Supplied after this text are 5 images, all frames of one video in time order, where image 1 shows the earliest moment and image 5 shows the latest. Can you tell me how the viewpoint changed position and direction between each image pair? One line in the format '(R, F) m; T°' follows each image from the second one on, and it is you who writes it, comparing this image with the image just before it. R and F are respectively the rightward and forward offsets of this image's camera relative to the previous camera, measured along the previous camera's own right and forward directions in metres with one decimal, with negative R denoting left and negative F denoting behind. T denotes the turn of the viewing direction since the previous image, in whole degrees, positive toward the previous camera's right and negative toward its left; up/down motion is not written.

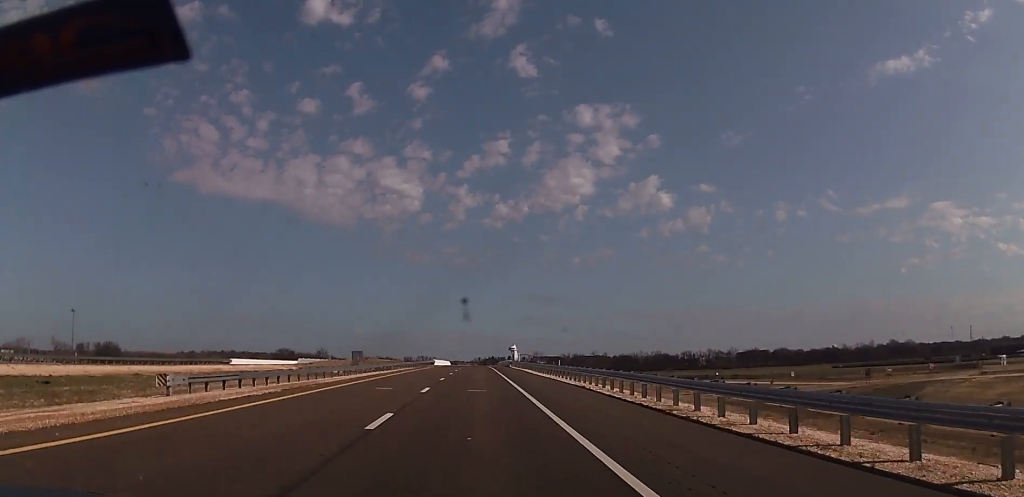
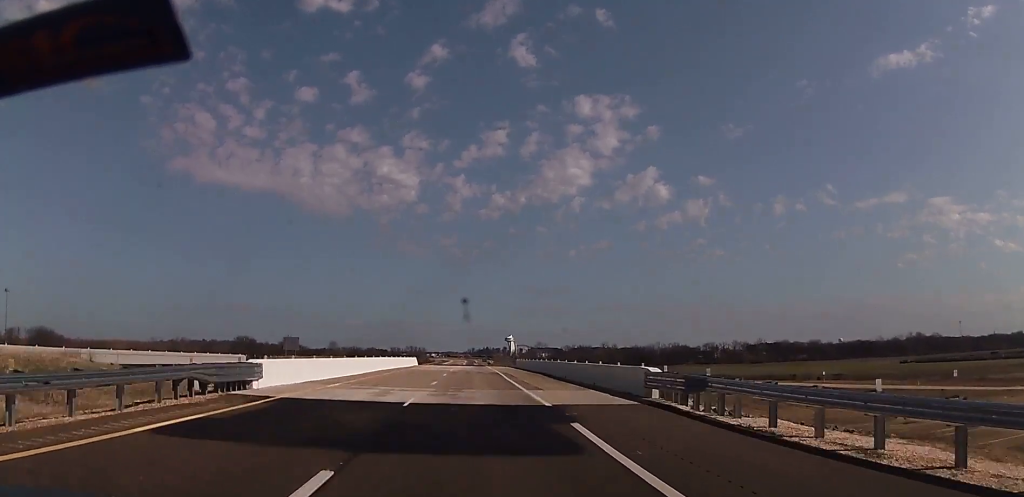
(+0.4, +92.5) m; +1°
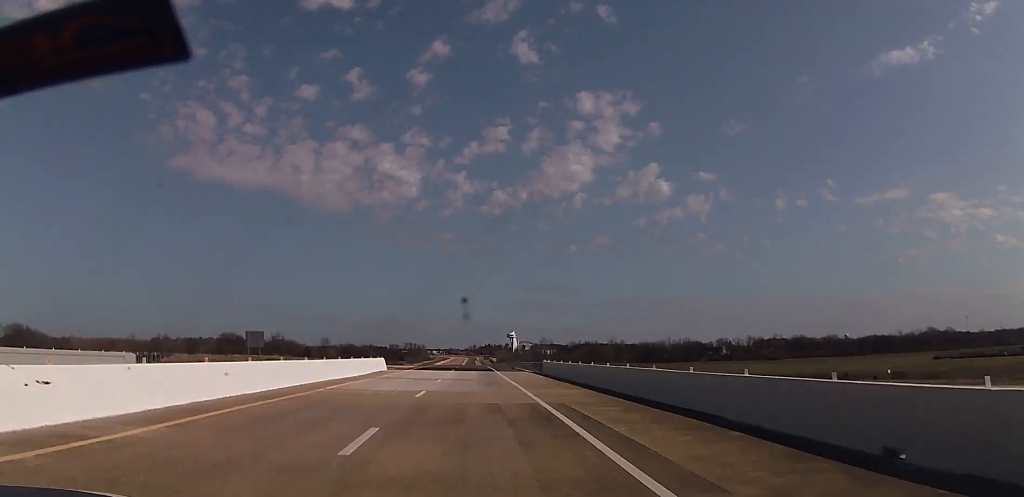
(0.0, +32.2) m; -1°
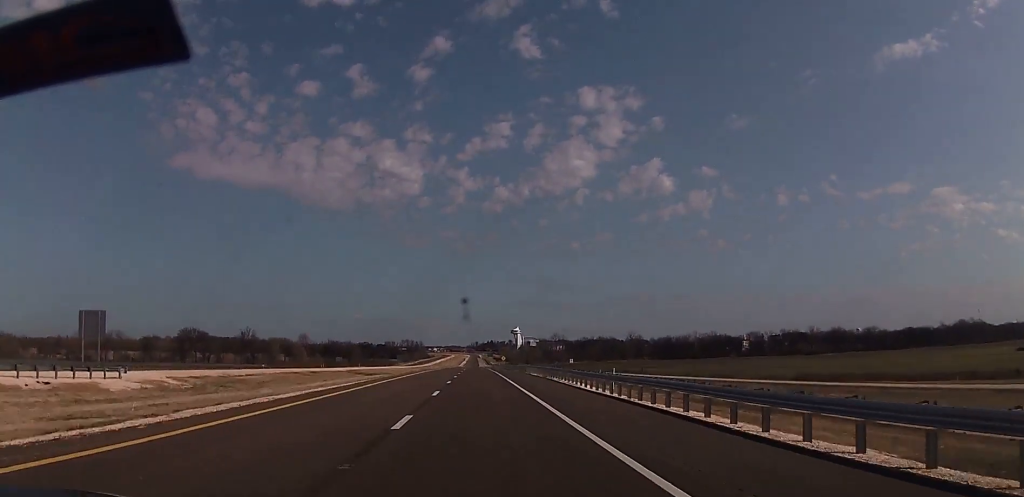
(-0.6, +69.1) m; 0°
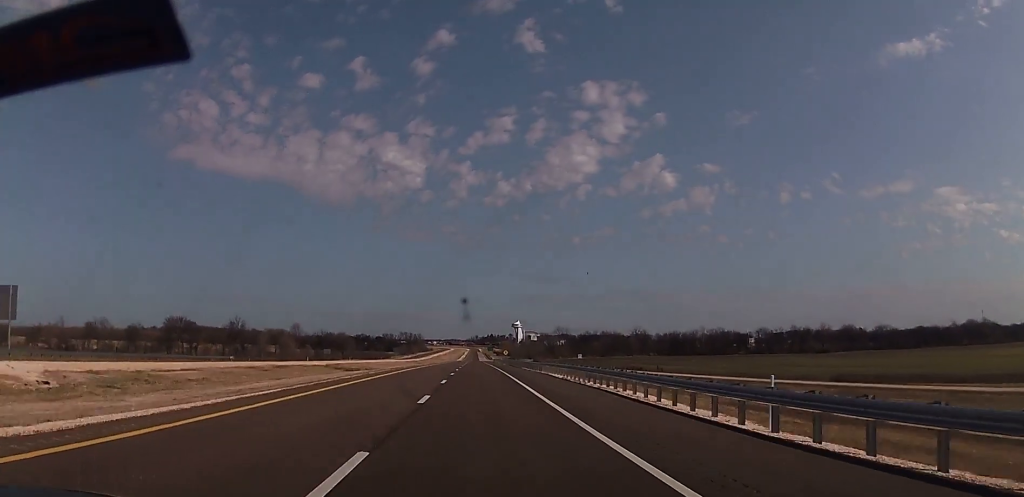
(+0.1, +19.1) m; 0°
